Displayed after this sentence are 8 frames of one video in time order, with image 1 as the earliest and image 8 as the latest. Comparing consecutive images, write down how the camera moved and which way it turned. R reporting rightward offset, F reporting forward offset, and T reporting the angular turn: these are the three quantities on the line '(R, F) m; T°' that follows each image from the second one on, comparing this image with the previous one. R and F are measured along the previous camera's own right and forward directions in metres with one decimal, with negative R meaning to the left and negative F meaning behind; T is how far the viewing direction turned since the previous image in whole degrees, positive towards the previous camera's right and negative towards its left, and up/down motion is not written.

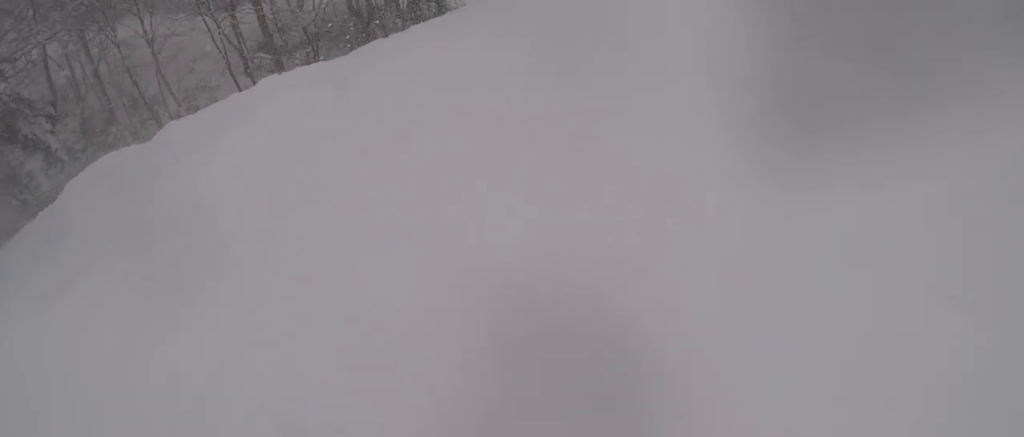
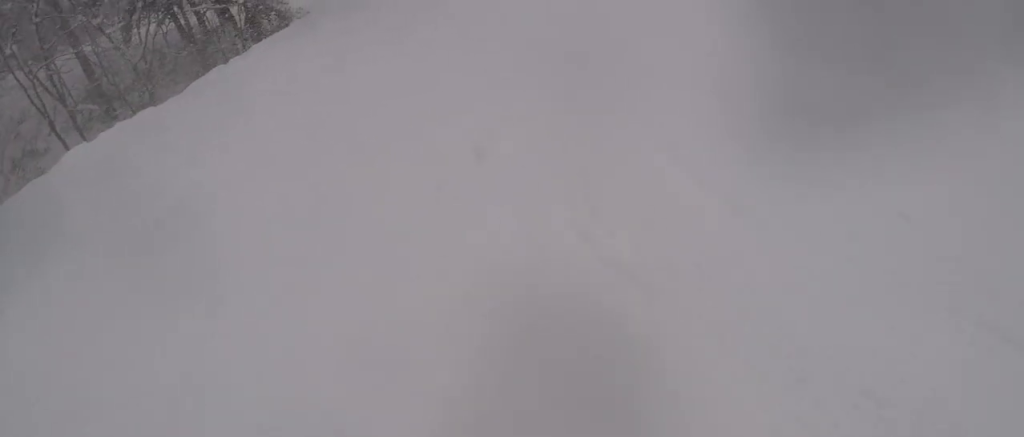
(+0.4, +3.0) m; +12°
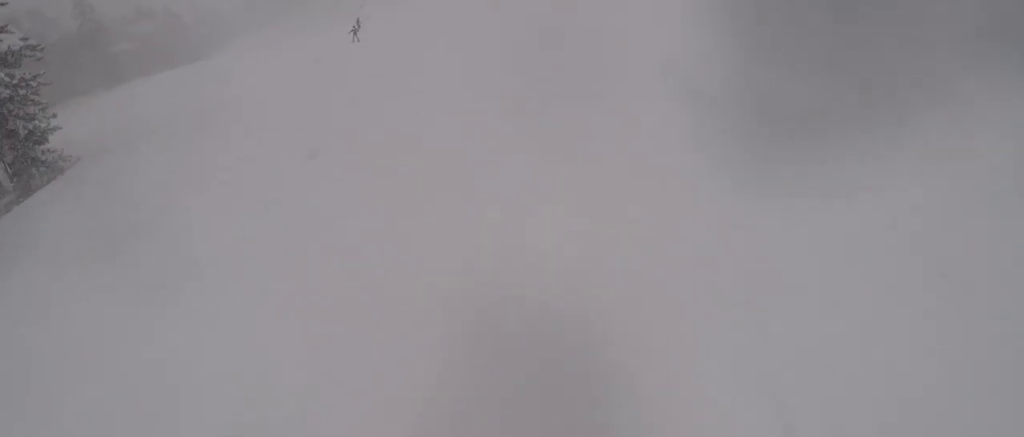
(+1.1, +5.5) m; +14°
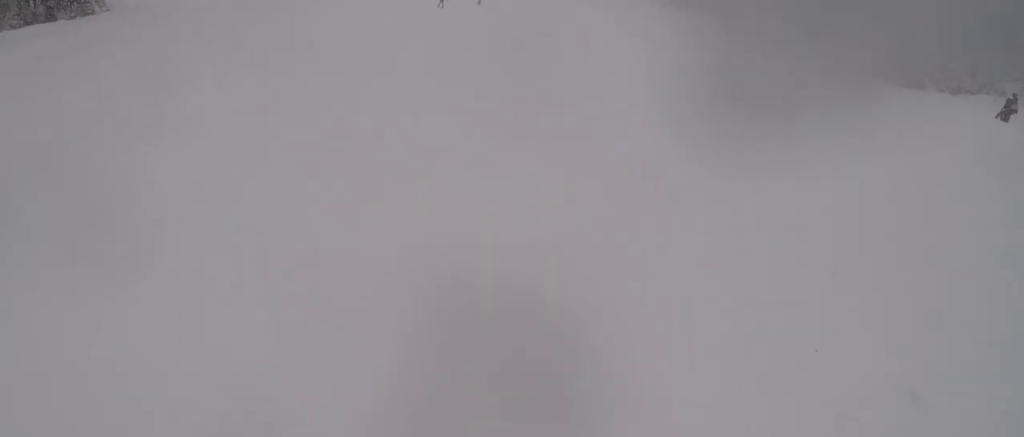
(+0.3, +3.6) m; +4°
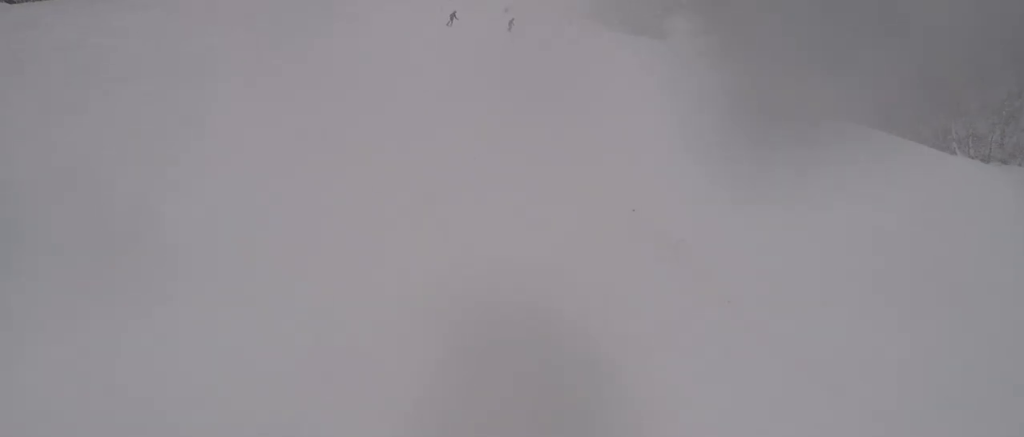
(+0.2, +2.8) m; -5°
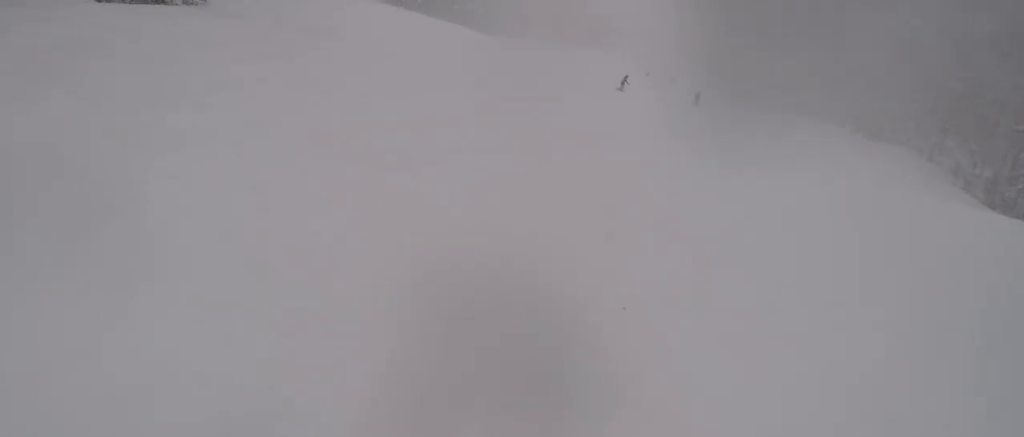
(0.0, +3.9) m; -8°
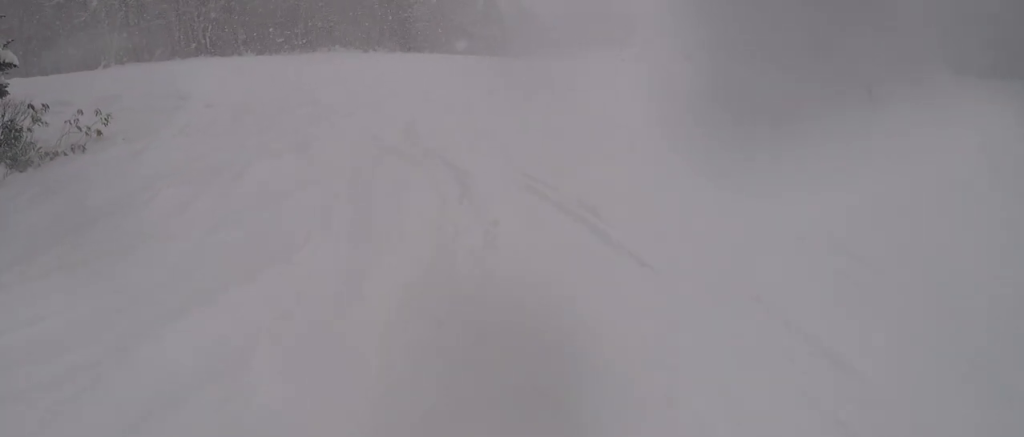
(-6.1, +16.4) m; -25°
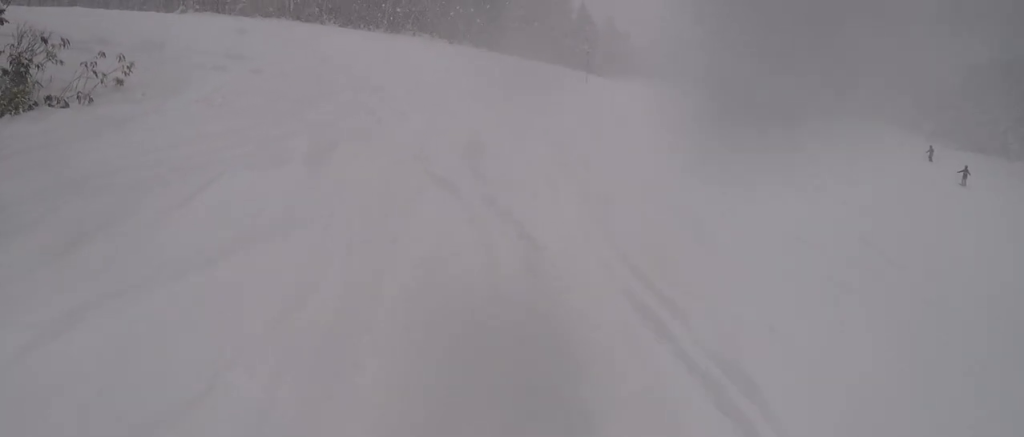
(+0.5, +2.4) m; +5°
